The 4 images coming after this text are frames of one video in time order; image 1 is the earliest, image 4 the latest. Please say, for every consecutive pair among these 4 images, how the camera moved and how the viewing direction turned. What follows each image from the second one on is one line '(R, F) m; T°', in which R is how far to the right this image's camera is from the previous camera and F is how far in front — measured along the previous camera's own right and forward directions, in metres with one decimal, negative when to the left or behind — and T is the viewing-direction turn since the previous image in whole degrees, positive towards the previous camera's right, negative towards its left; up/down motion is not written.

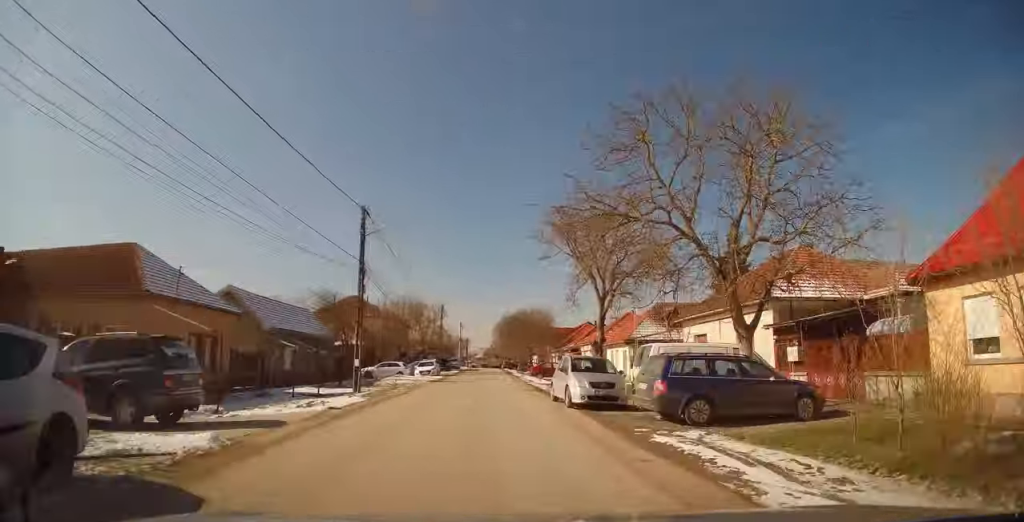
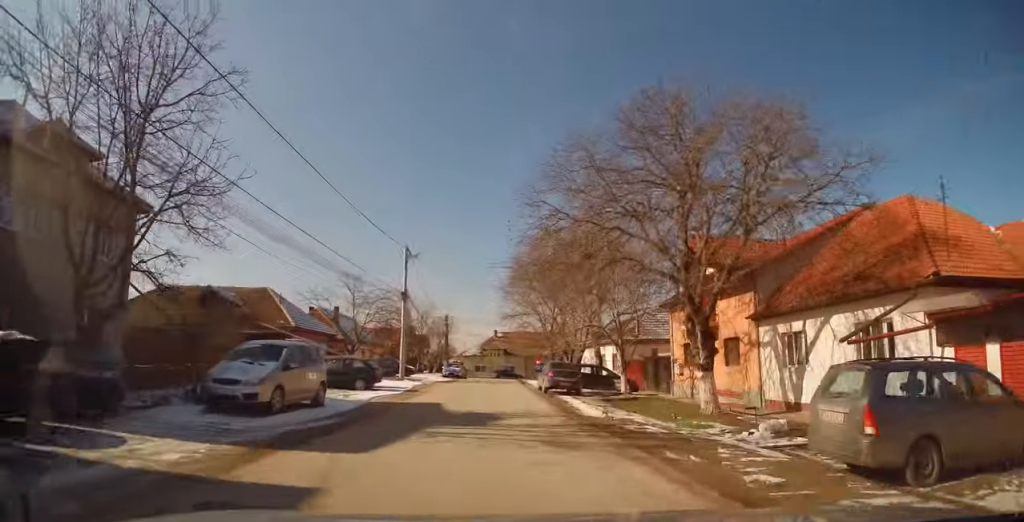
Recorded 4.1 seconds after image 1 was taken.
(-0.2, +68.8) m; 0°
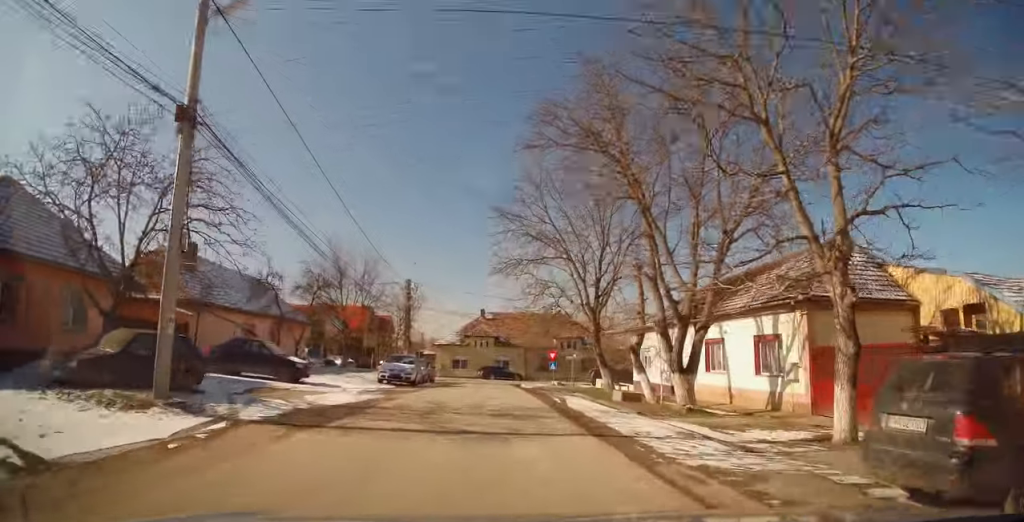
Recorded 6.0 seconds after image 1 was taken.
(0.0, +26.8) m; 0°
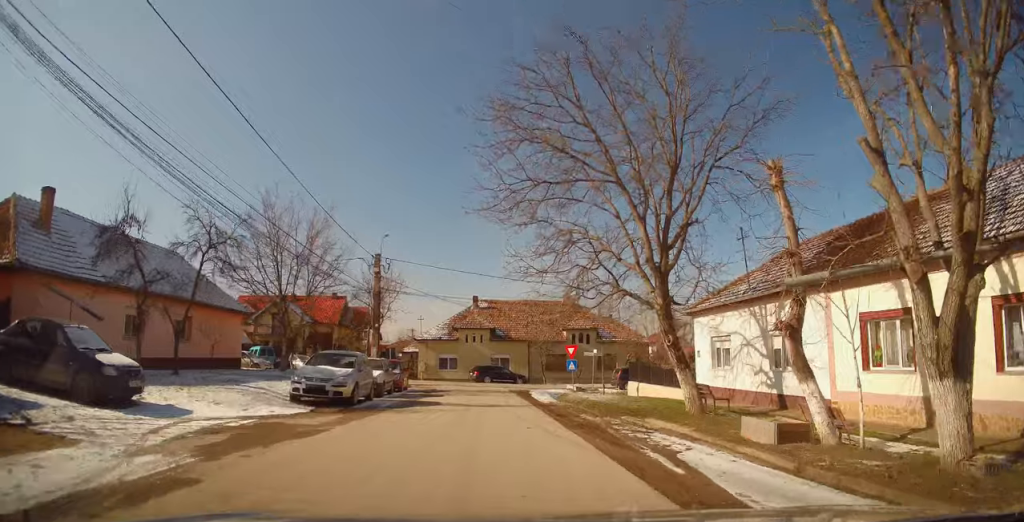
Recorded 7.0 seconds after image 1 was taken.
(+0.2, +12.4) m; +1°
